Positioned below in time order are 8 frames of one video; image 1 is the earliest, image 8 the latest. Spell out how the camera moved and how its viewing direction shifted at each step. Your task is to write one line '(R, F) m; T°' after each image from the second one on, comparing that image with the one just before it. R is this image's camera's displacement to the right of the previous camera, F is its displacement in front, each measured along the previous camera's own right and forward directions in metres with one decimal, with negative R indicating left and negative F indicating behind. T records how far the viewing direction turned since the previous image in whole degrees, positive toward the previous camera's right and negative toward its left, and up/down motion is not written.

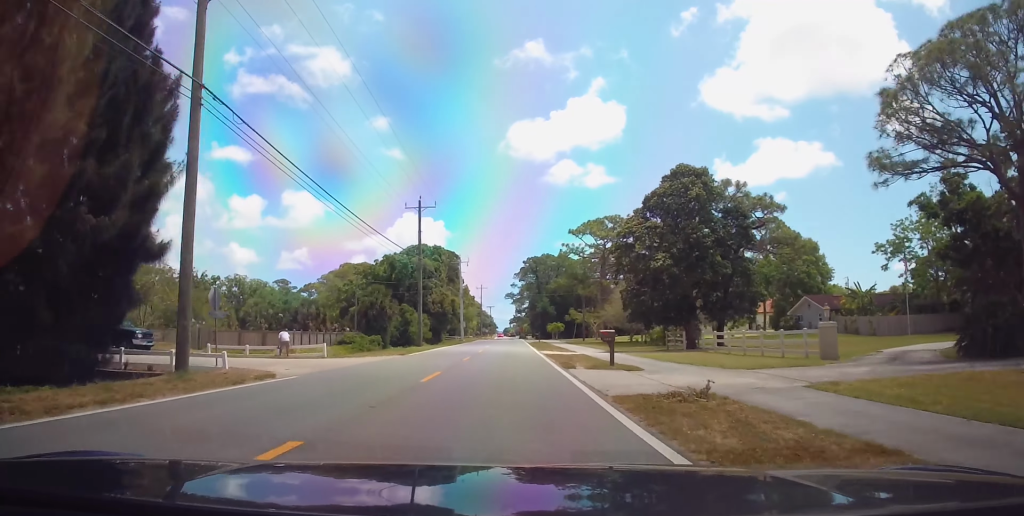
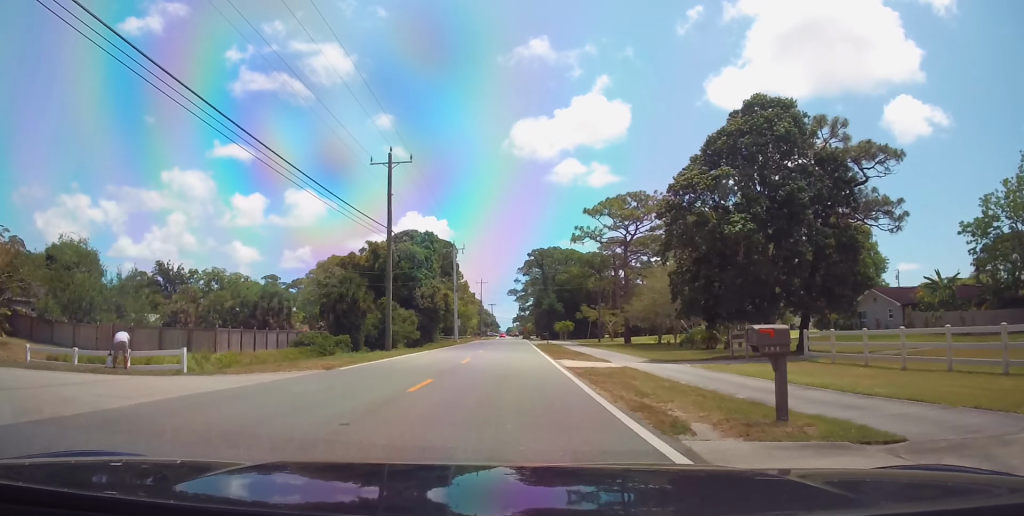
(0.0, +14.3) m; +1°
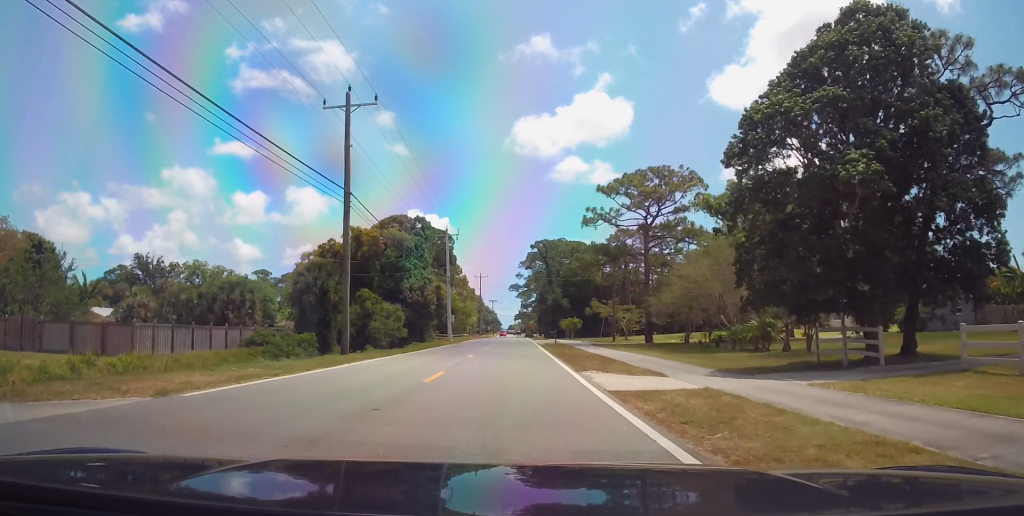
(+0.2, +10.3) m; +1°
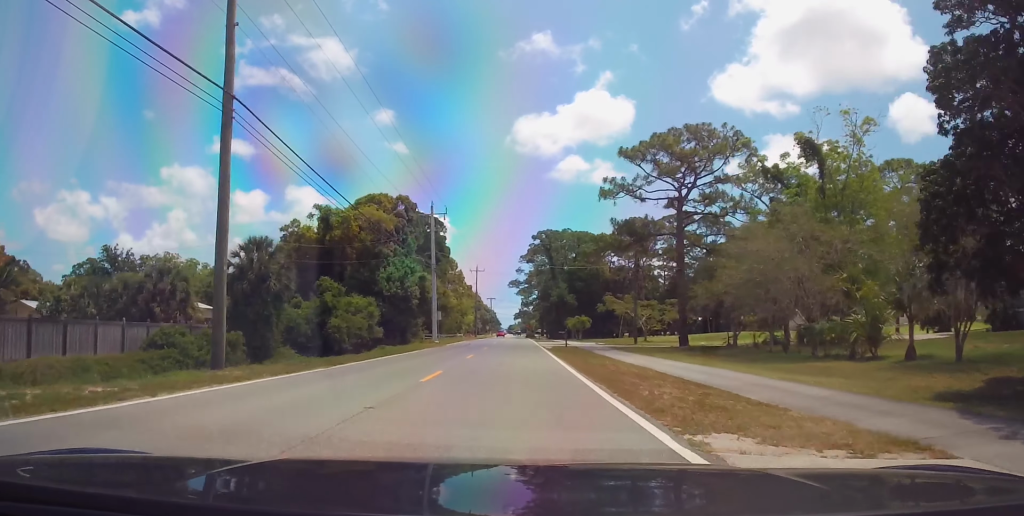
(0.0, +12.6) m; 0°
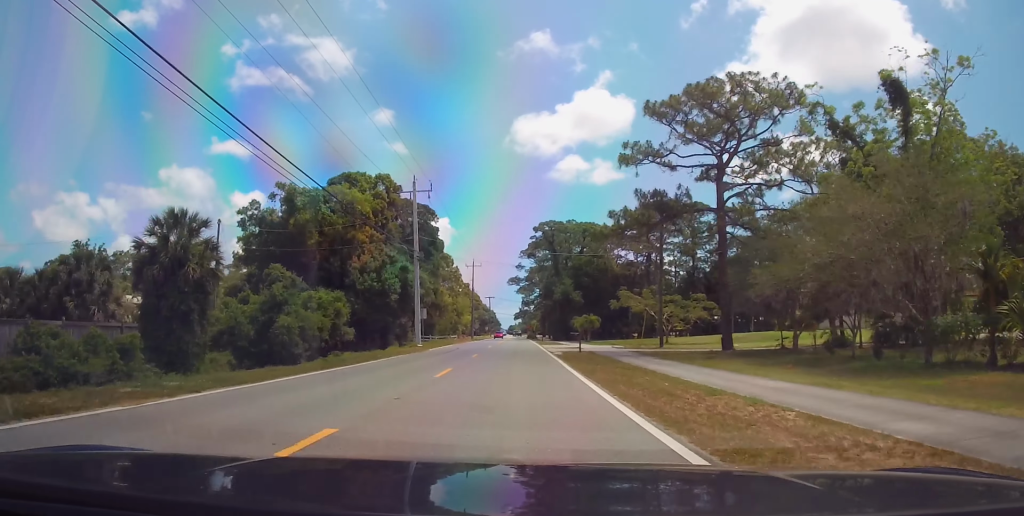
(0.0, +10.1) m; -2°
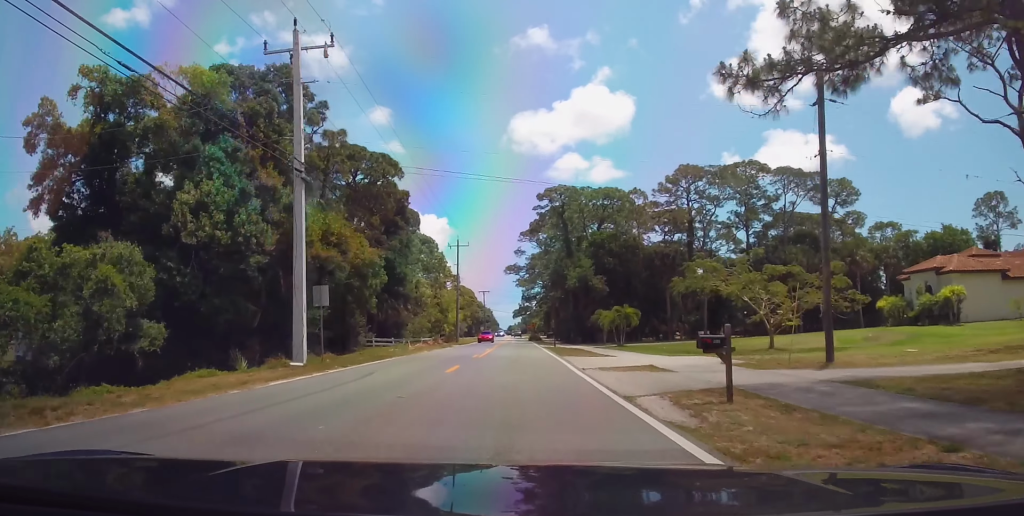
(-0.3, +26.0) m; +1°
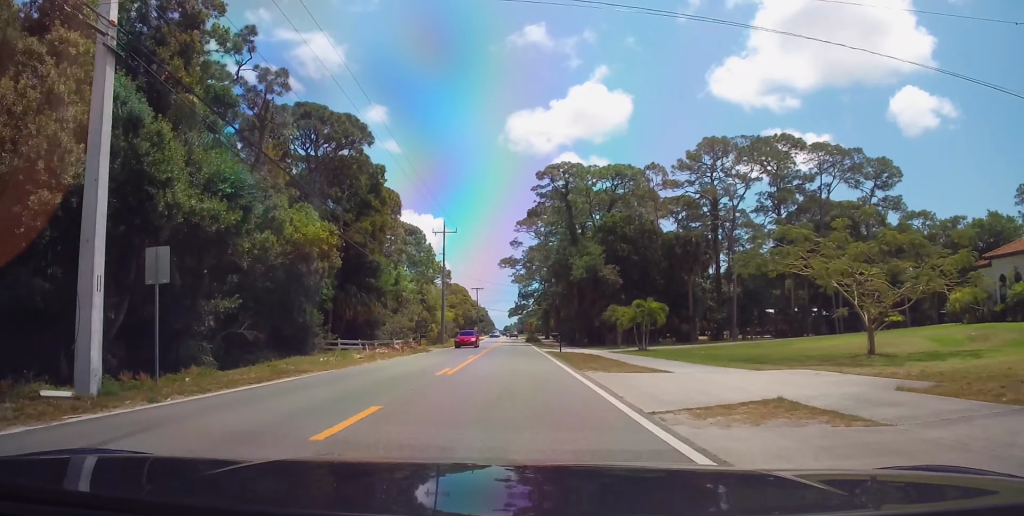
(+0.2, +11.2) m; +1°
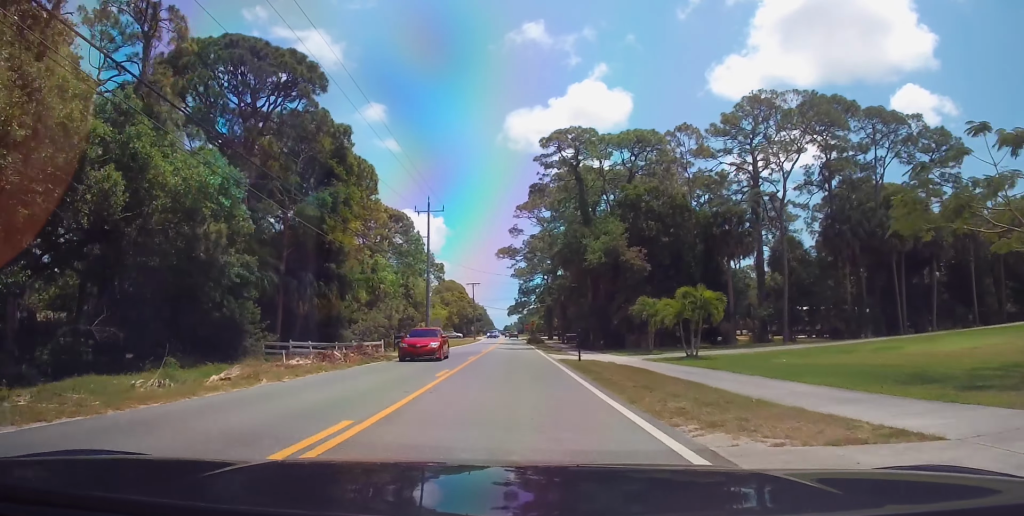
(0.0, +12.0) m; 0°
